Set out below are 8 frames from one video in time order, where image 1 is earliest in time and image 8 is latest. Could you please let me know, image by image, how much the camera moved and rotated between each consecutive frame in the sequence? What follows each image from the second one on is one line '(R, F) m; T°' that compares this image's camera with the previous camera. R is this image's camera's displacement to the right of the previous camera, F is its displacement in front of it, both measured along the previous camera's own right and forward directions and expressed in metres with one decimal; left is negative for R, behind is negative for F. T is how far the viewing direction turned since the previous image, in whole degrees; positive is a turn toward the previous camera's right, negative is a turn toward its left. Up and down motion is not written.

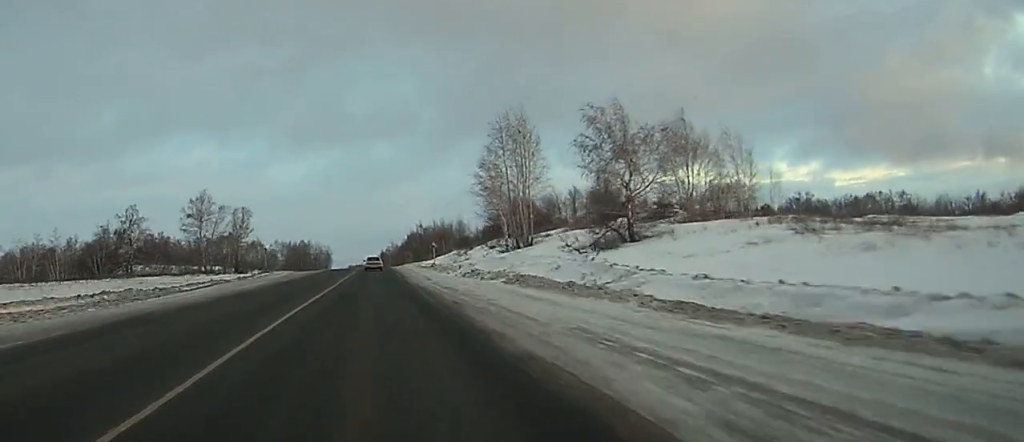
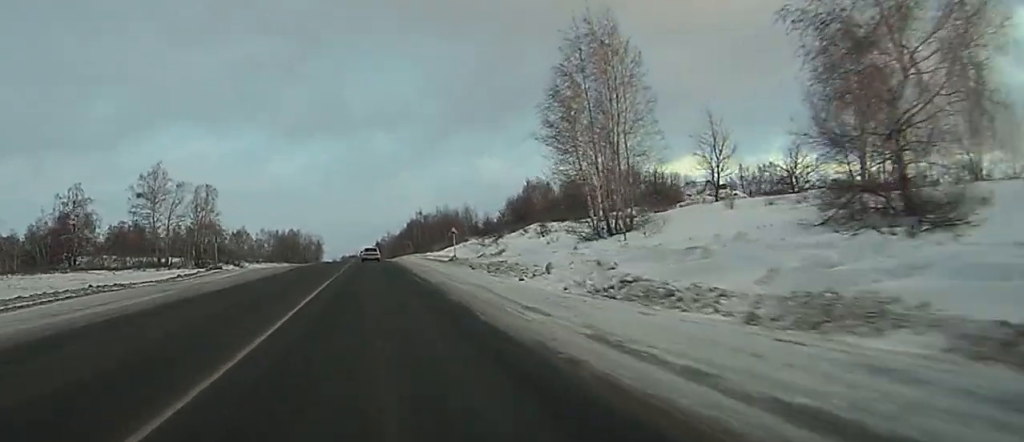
(0.0, +28.4) m; 0°
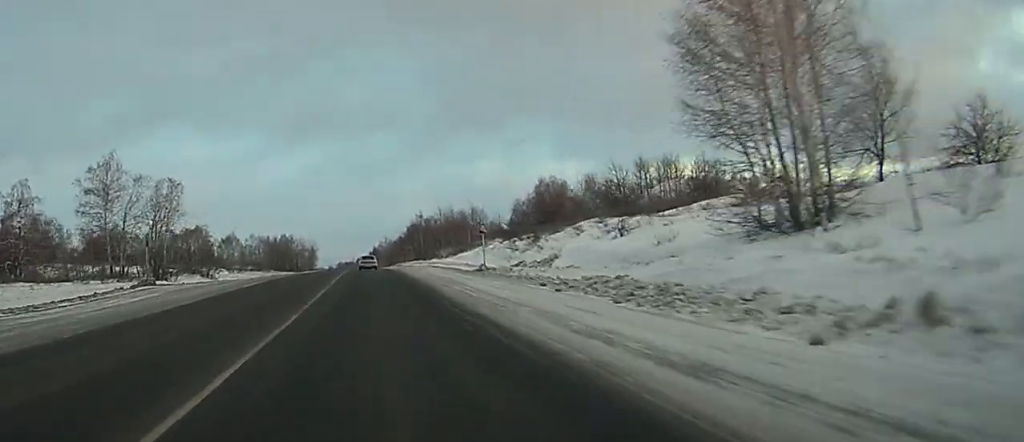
(+0.1, +20.1) m; 0°
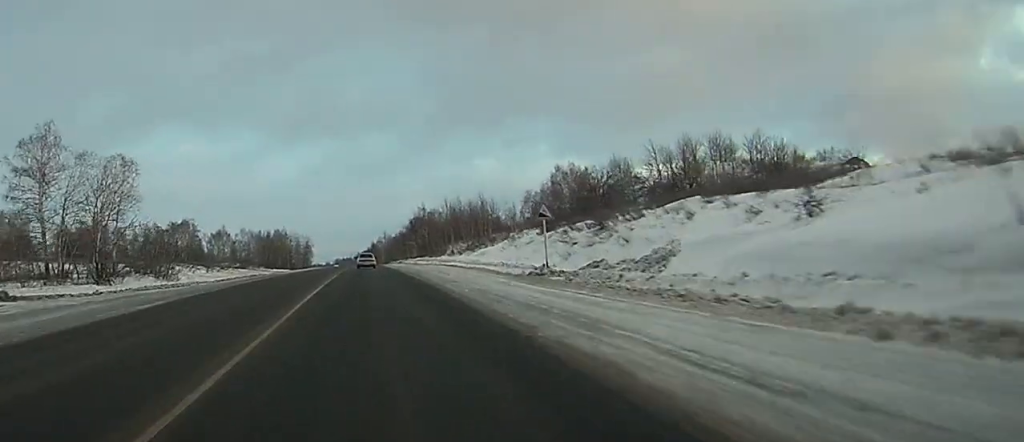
(0.0, +19.0) m; 0°
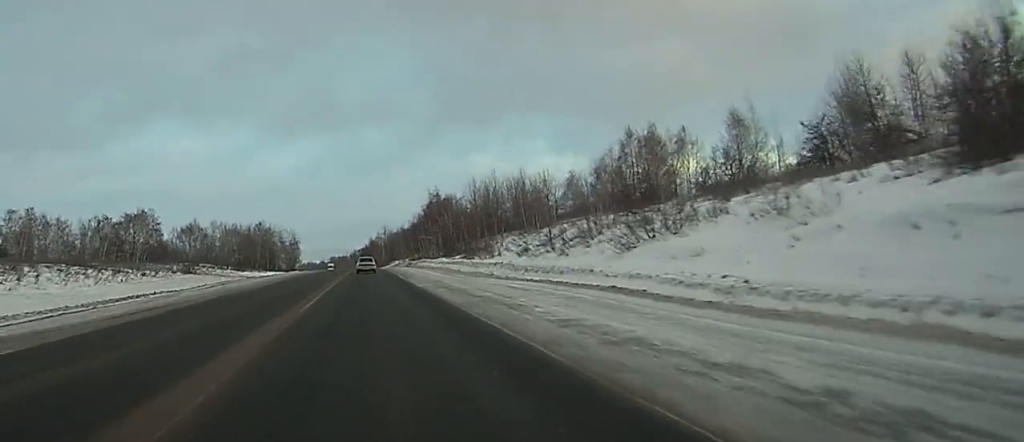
(0.0, +51.0) m; 0°
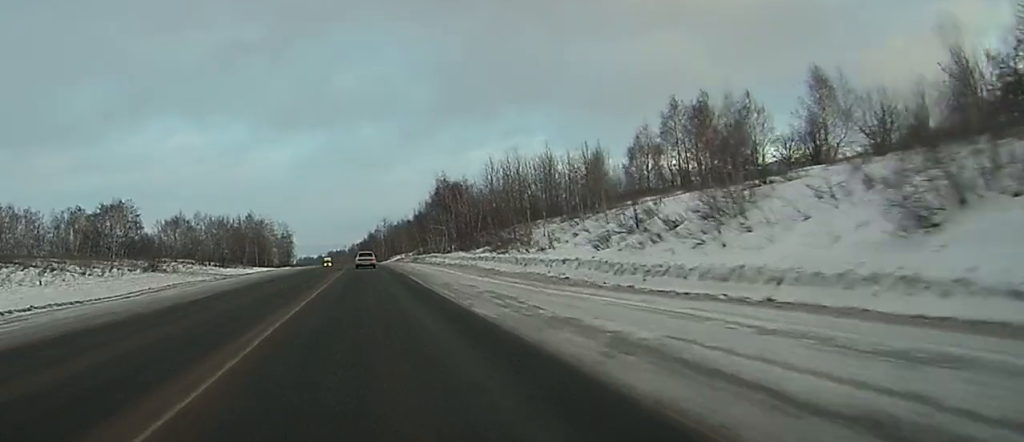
(0.0, +20.2) m; 0°
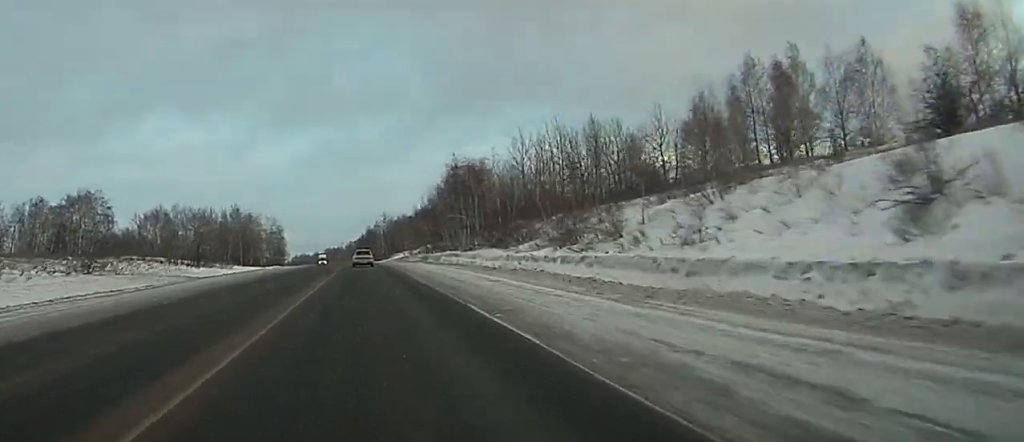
(0.0, +23.4) m; 0°
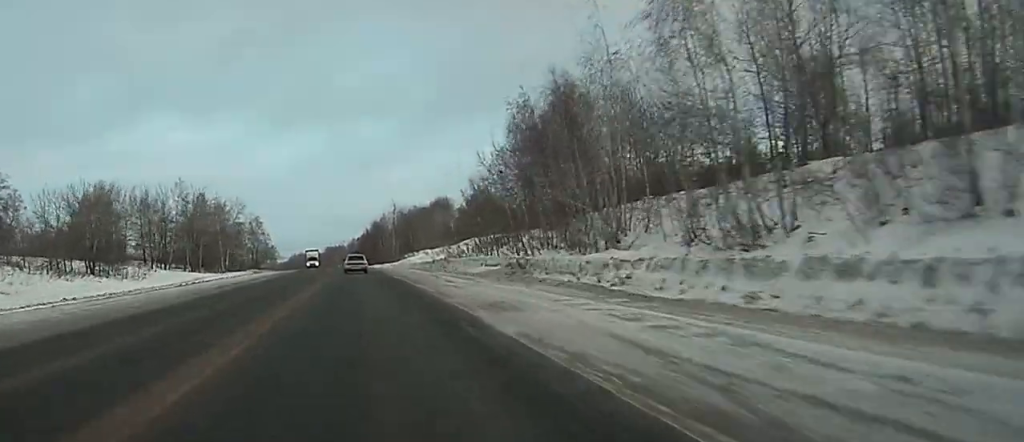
(-0.1, +58.3) m; 0°
